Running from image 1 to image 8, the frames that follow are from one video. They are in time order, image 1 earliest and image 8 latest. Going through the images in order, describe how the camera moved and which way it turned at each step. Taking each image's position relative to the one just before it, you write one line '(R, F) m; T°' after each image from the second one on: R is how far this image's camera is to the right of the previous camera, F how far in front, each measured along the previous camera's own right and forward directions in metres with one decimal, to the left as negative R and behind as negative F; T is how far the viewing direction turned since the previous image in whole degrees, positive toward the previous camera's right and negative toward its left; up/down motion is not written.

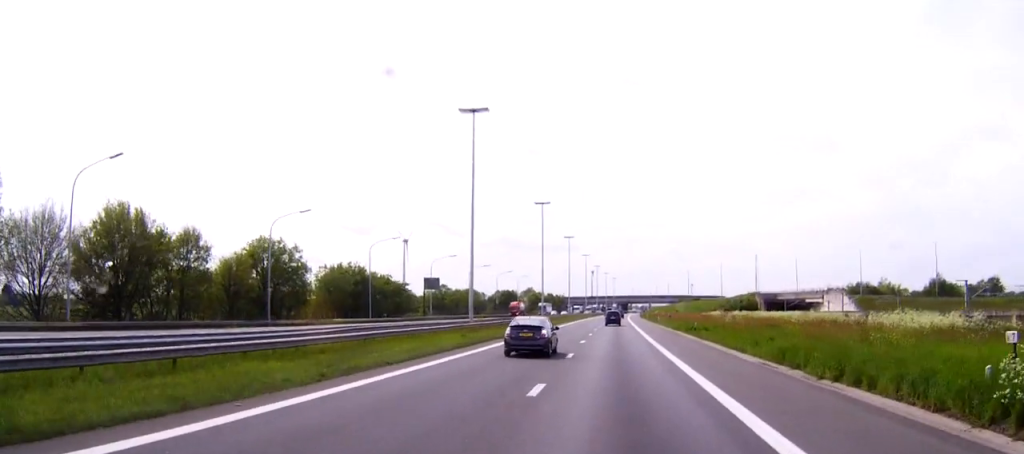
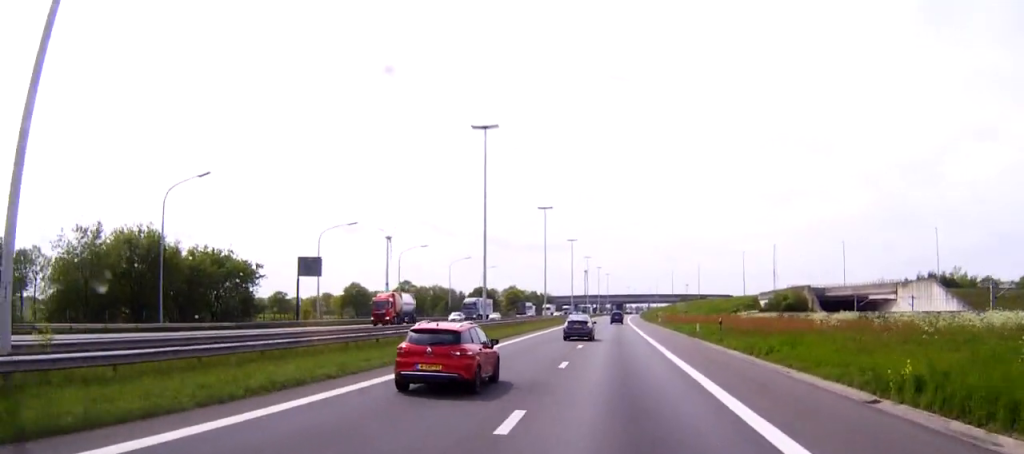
(+2.0, +53.9) m; +1°
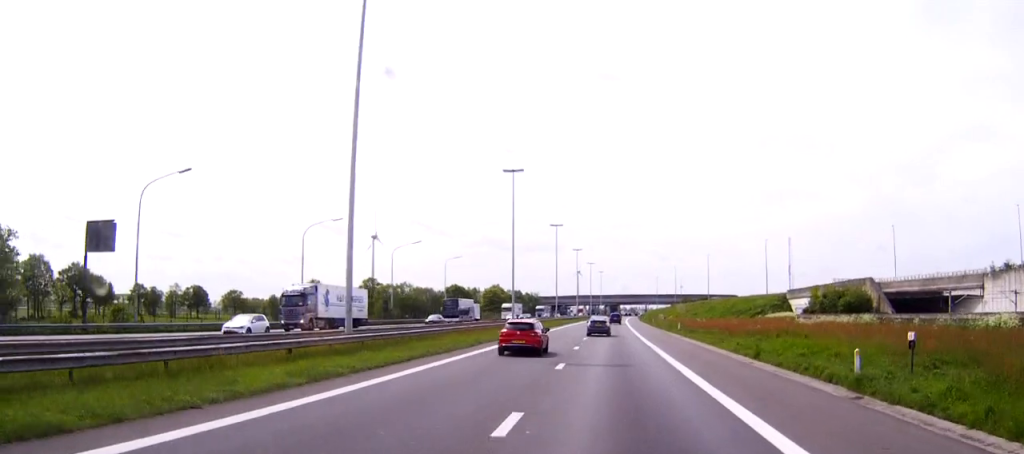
(-1.1, +38.2) m; 0°
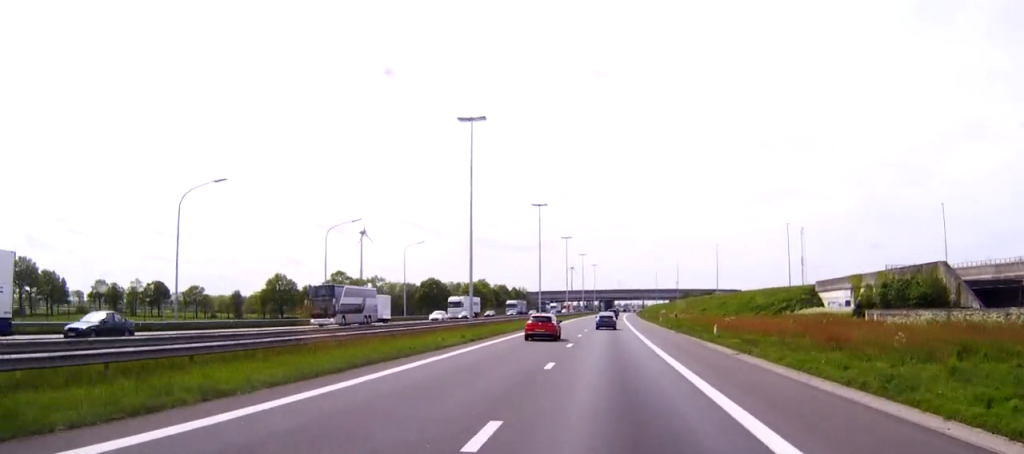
(+0.5, +26.7) m; +1°
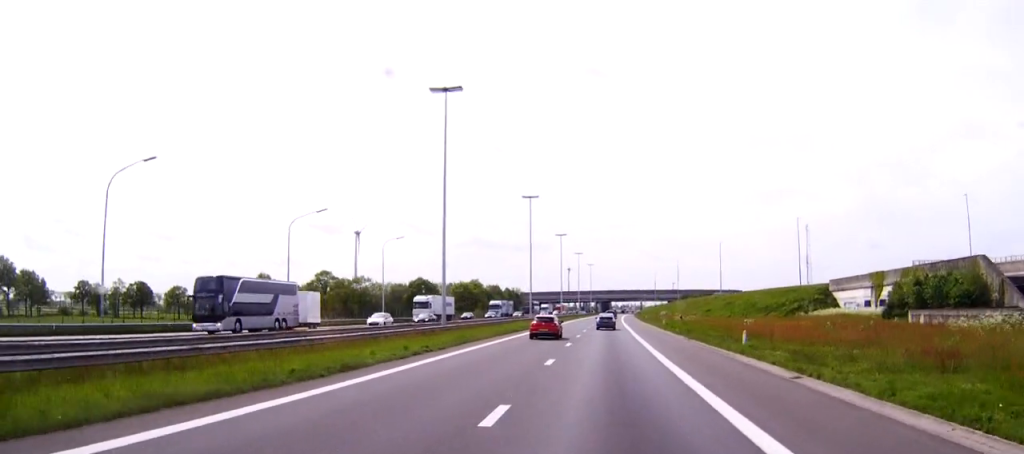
(0.0, +10.5) m; 0°
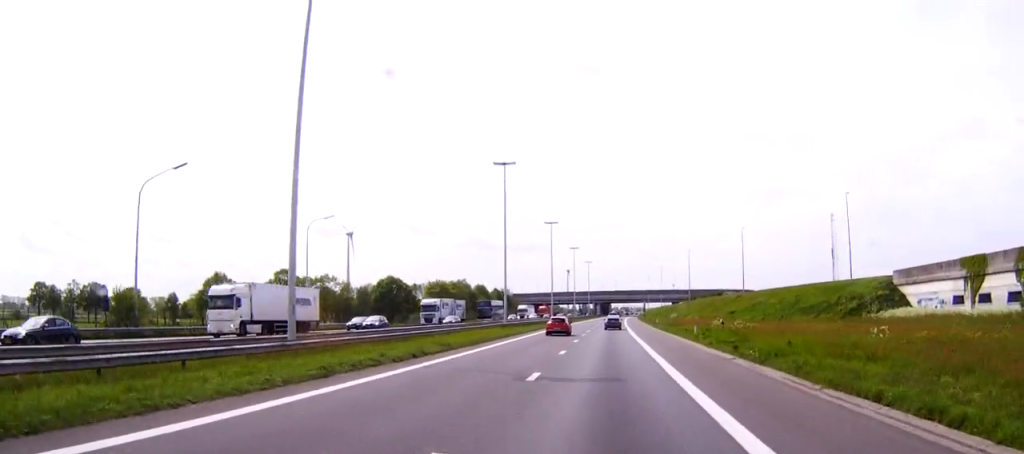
(0.0, +29.8) m; 0°
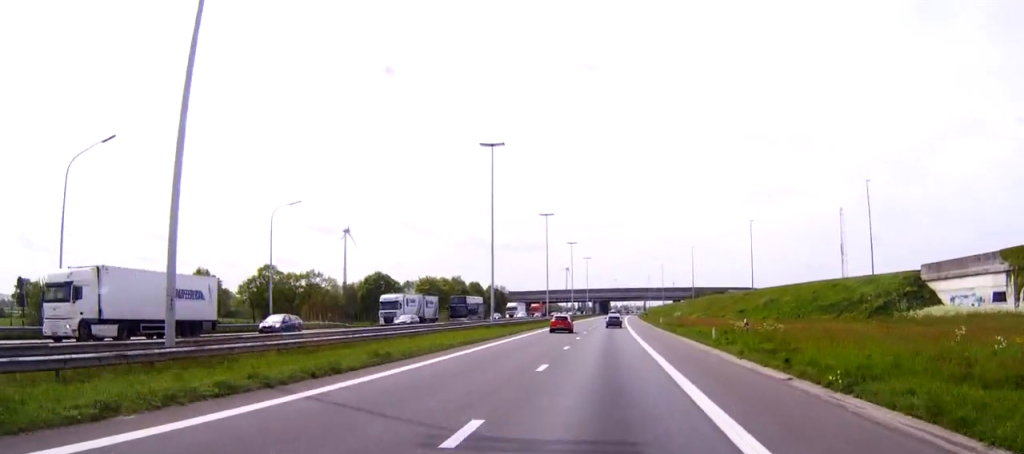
(0.0, +9.6) m; 0°
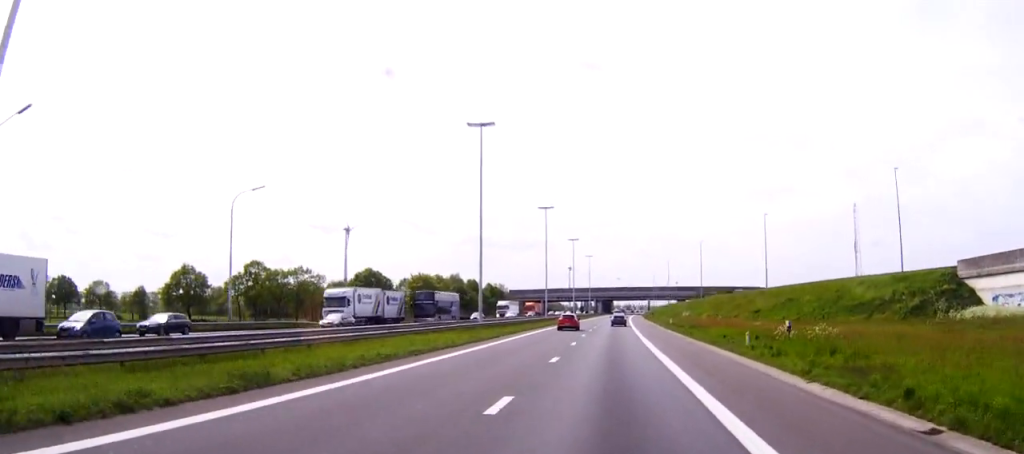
(0.0, +9.7) m; 0°
